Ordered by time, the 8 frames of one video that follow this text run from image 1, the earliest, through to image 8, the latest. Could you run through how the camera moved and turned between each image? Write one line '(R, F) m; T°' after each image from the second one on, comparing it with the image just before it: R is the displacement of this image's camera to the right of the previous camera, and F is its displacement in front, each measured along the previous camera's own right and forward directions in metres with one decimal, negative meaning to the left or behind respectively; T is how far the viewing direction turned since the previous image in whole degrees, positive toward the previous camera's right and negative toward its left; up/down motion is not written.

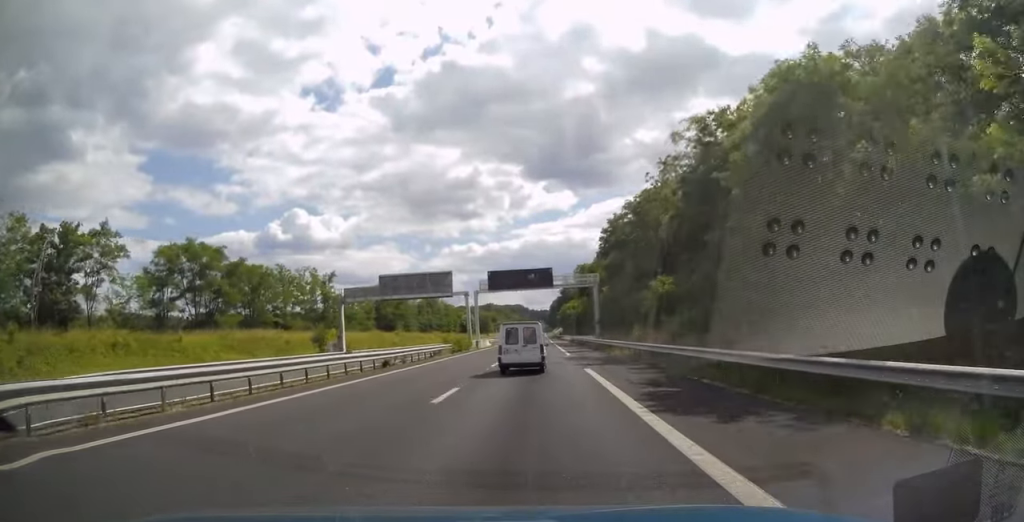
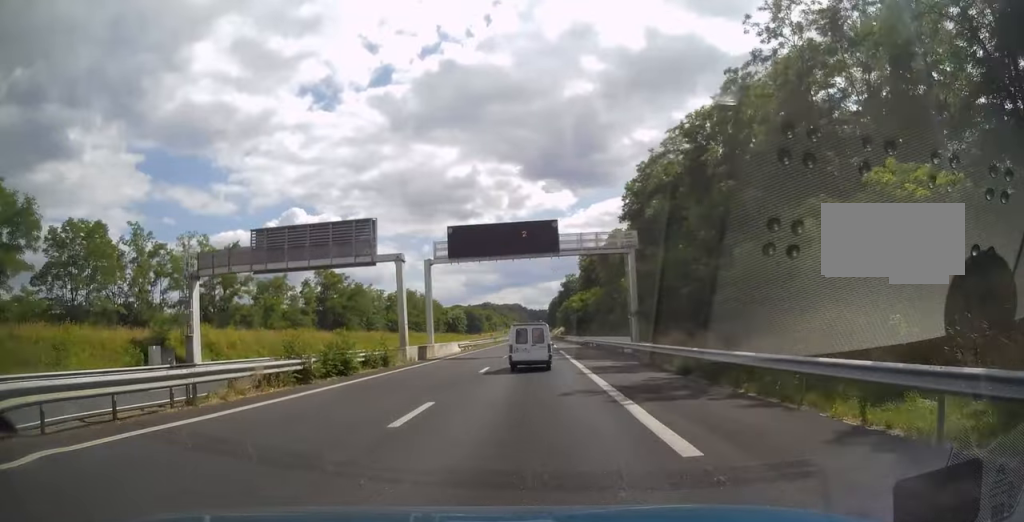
(0.0, +29.5) m; 0°
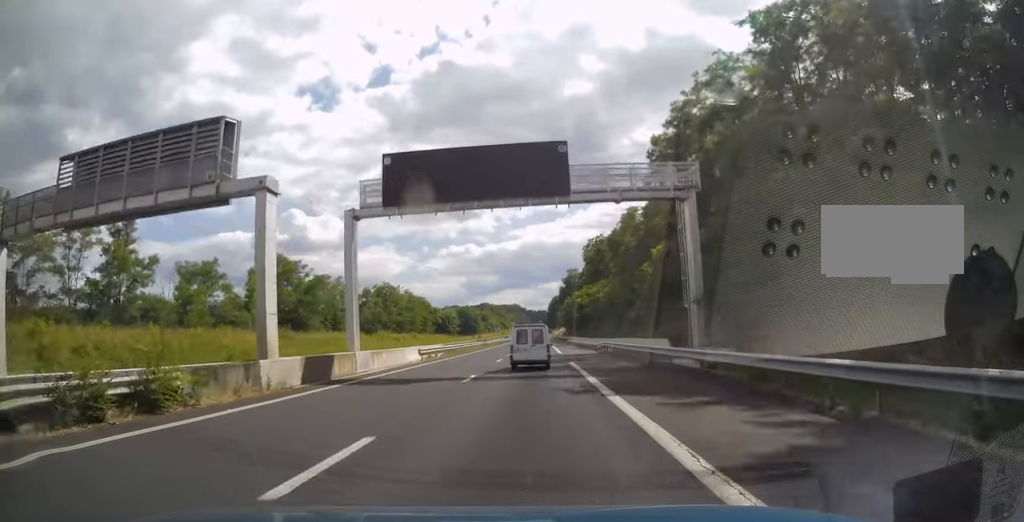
(0.0, +17.2) m; 0°
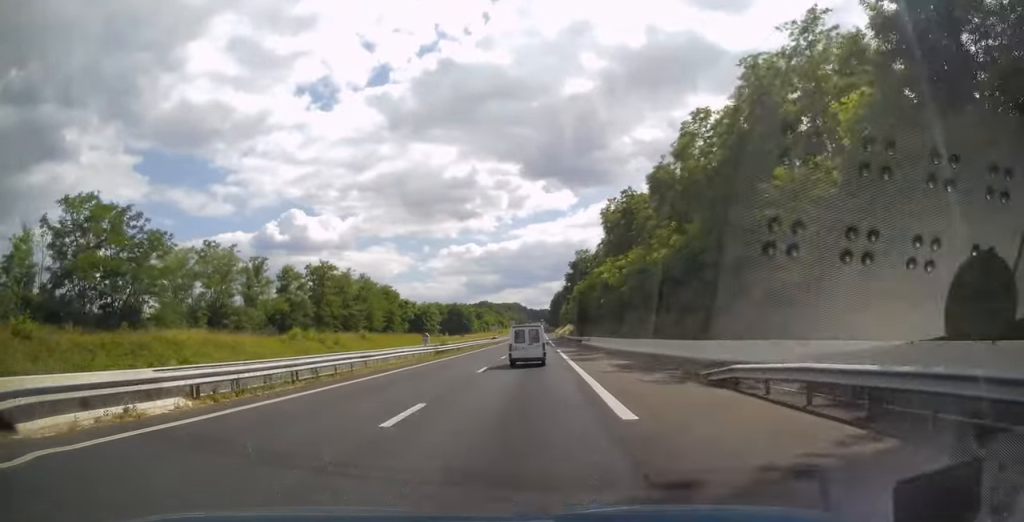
(0.0, +35.4) m; 0°
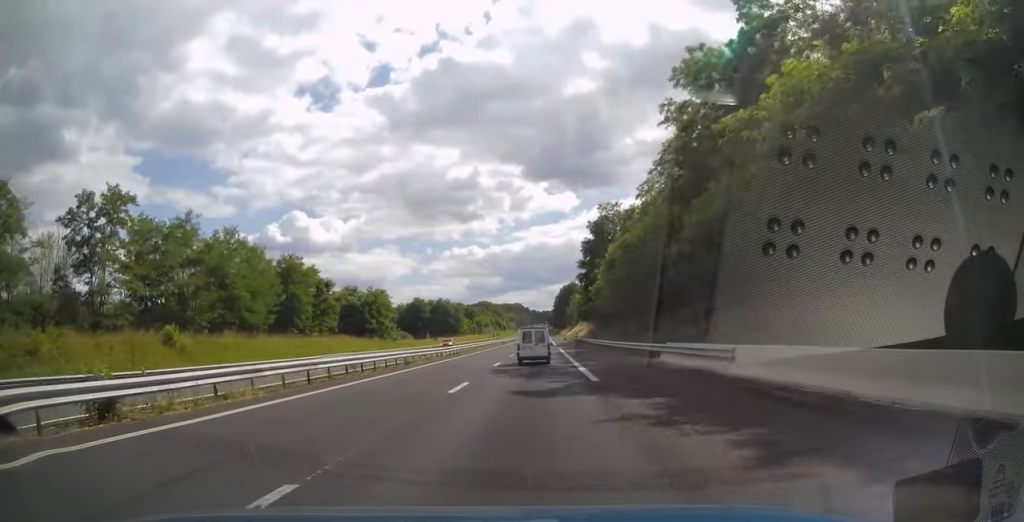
(-0.2, +47.2) m; 0°
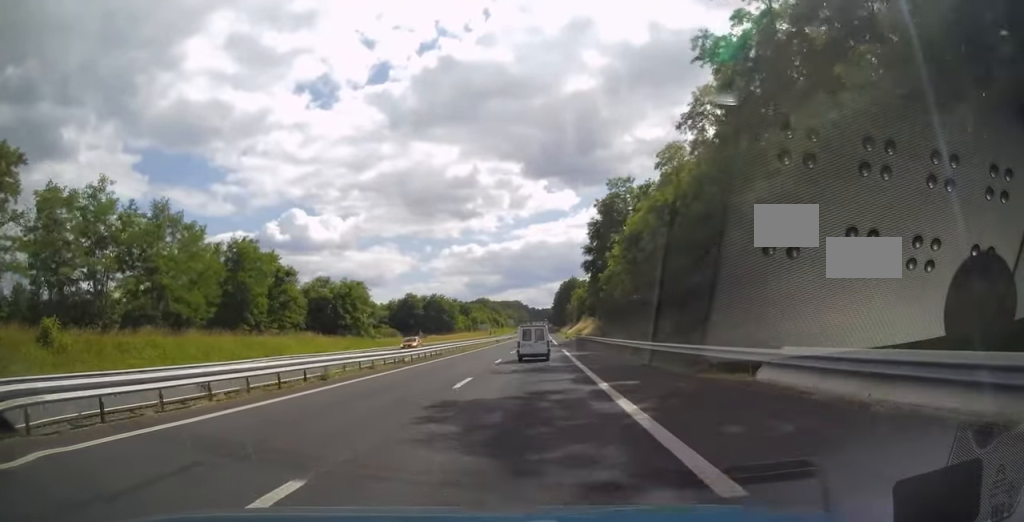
(0.0, +12.3) m; 0°
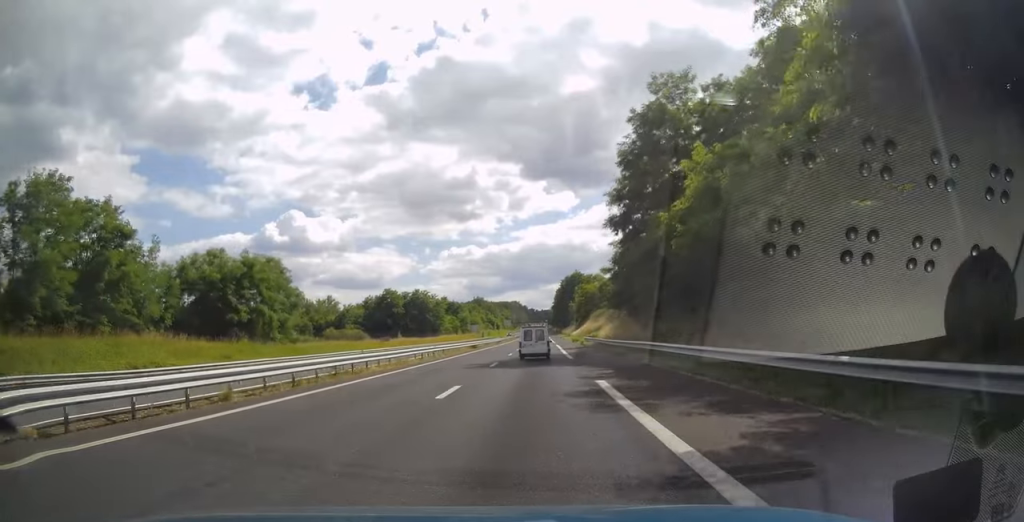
(0.0, +29.0) m; 0°
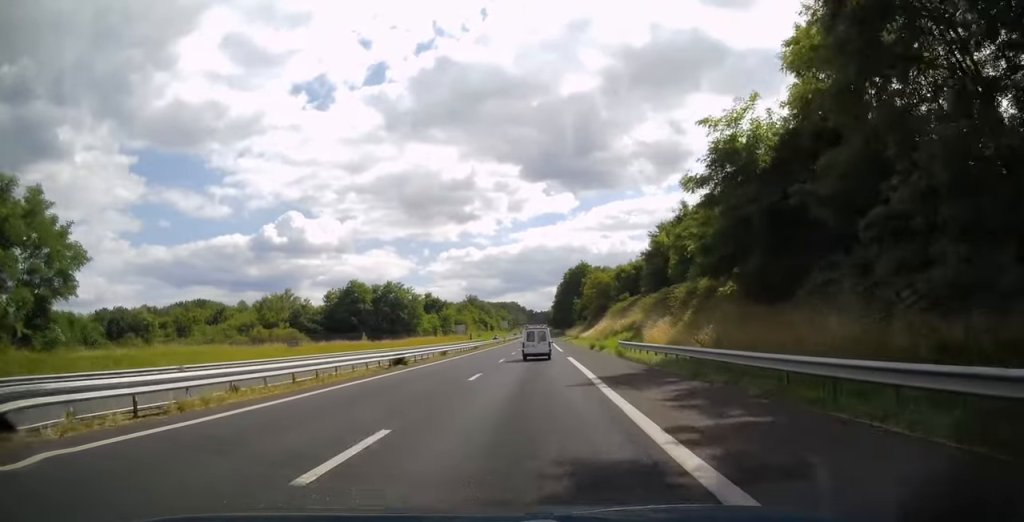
(0.0, +33.9) m; 0°
